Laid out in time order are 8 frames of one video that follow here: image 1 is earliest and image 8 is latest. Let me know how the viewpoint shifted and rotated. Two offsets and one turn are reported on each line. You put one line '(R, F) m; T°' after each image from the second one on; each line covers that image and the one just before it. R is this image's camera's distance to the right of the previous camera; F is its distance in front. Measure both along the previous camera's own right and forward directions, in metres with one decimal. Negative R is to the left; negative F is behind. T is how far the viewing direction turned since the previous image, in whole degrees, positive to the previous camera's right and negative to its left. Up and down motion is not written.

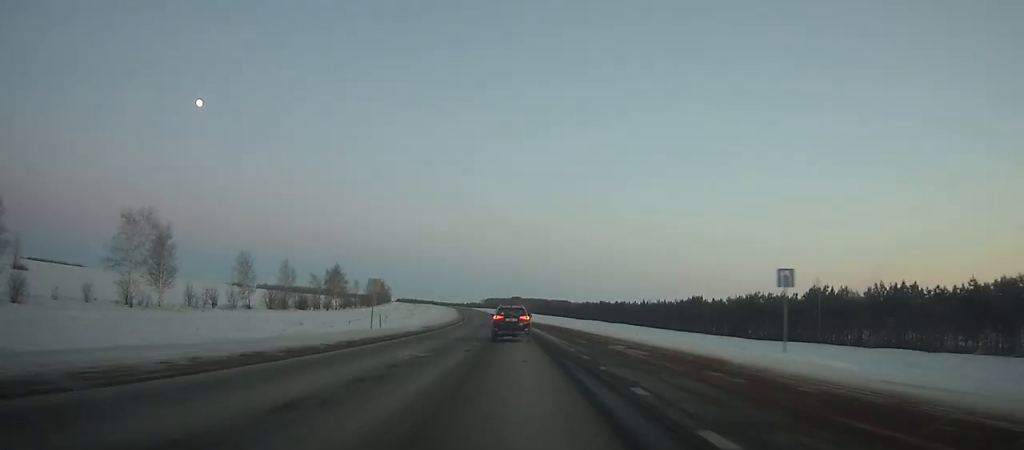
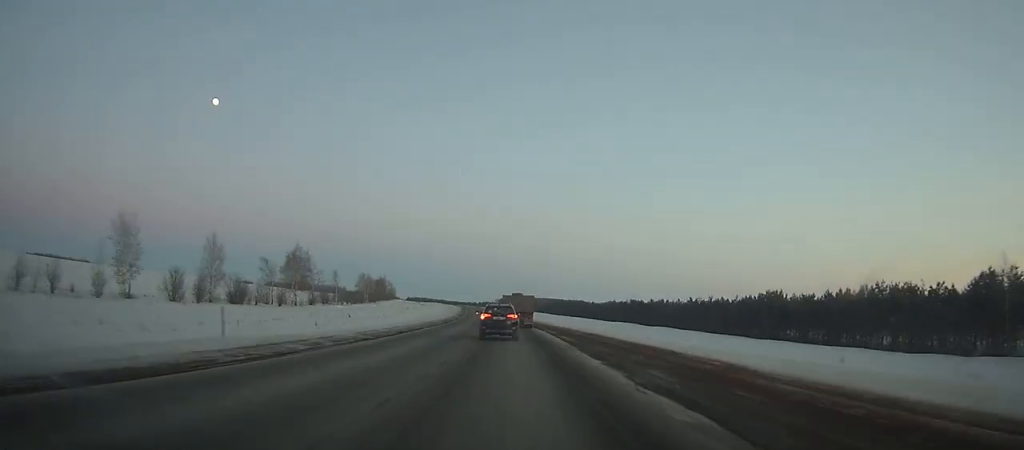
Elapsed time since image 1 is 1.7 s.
(-0.5, +33.8) m; -2°
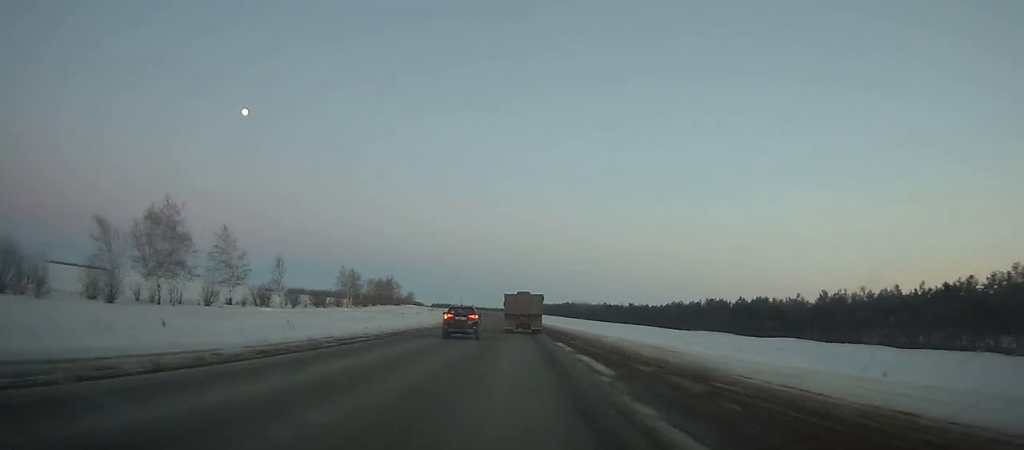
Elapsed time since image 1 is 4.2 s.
(-0.9, +50.6) m; -2°
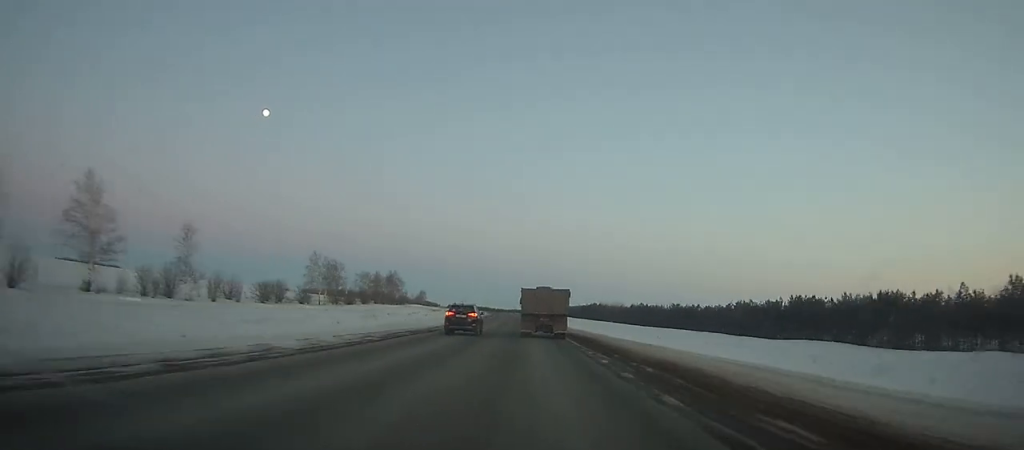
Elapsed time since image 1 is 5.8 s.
(-0.6, +33.1) m; -2°
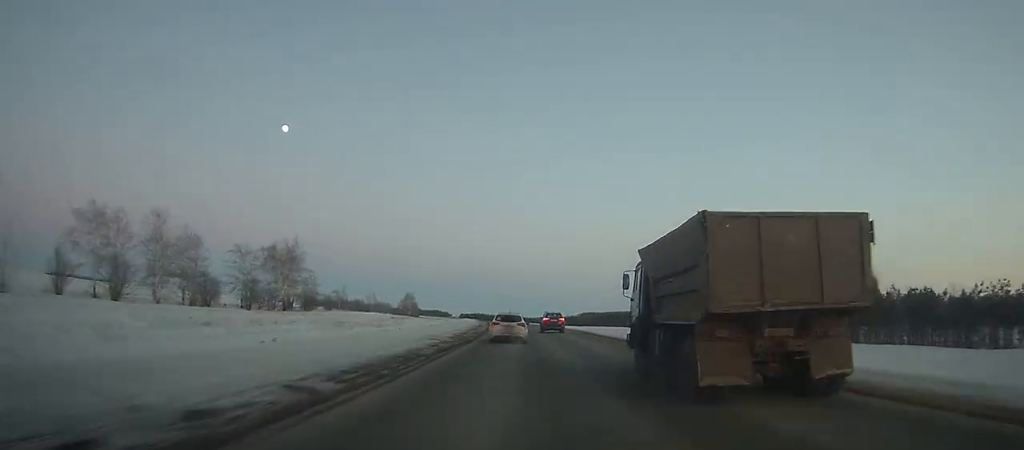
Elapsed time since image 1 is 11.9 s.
(-5.2, +131.3) m; -4°
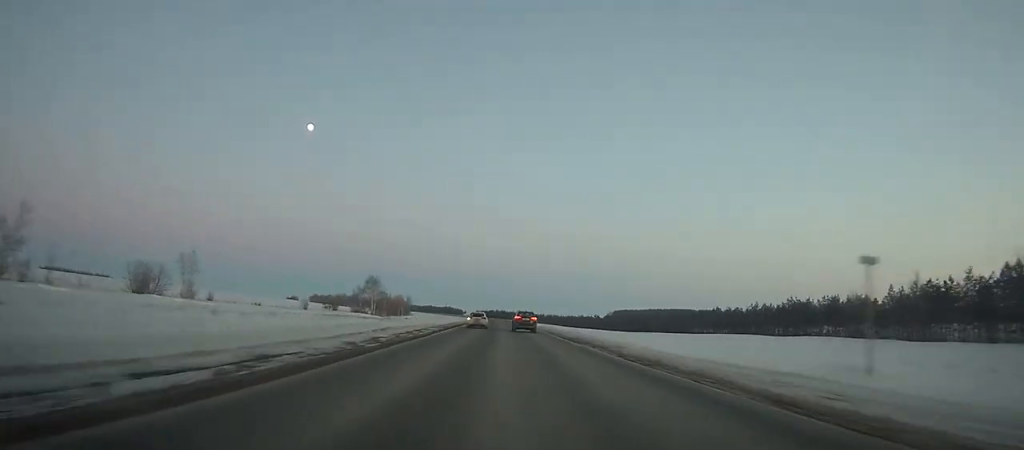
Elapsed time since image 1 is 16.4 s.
(-1.6, +104.8) m; -2°
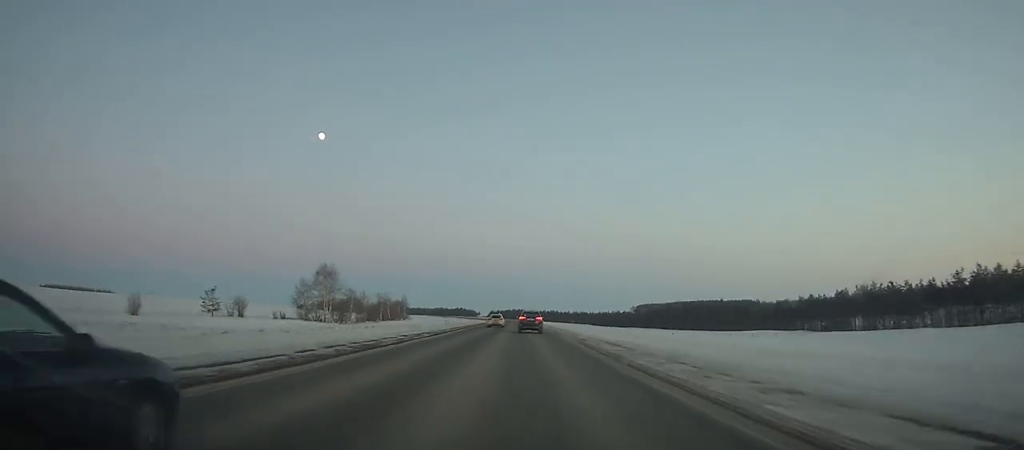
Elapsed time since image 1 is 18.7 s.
(-0.4, +55.5) m; -1°
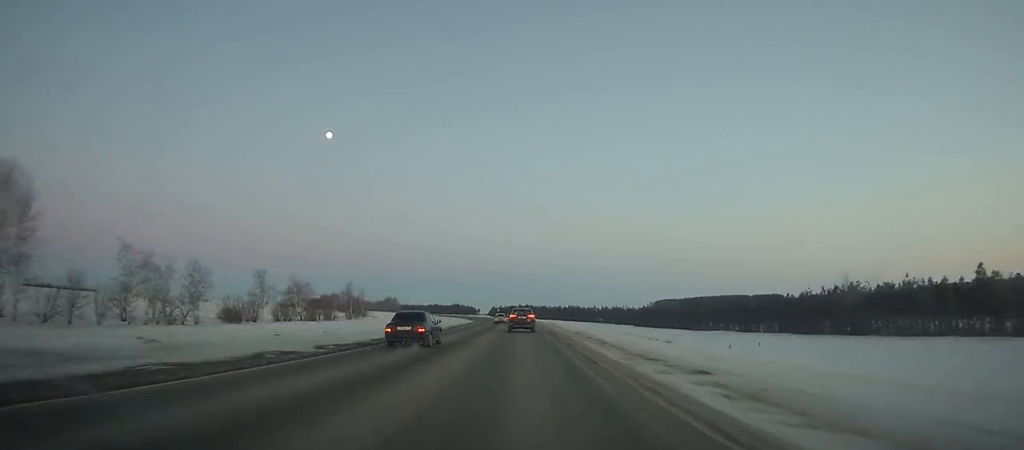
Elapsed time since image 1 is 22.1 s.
(-1.2, +83.1) m; -2°
